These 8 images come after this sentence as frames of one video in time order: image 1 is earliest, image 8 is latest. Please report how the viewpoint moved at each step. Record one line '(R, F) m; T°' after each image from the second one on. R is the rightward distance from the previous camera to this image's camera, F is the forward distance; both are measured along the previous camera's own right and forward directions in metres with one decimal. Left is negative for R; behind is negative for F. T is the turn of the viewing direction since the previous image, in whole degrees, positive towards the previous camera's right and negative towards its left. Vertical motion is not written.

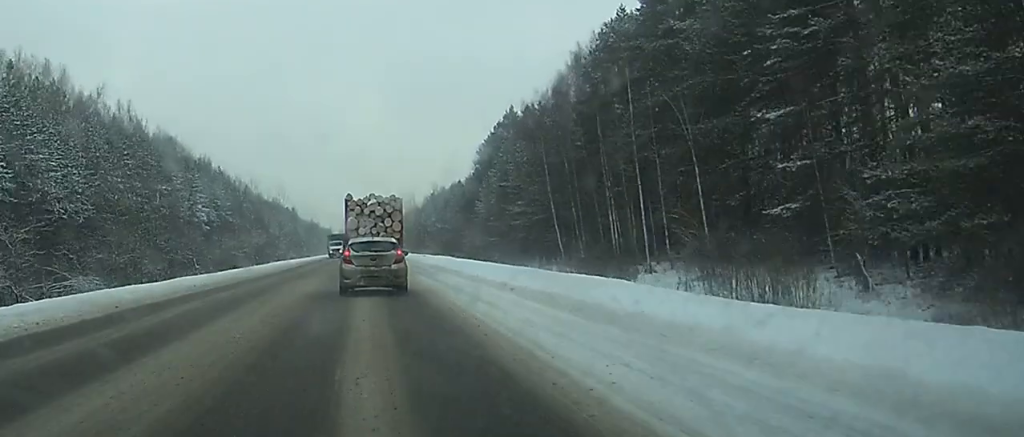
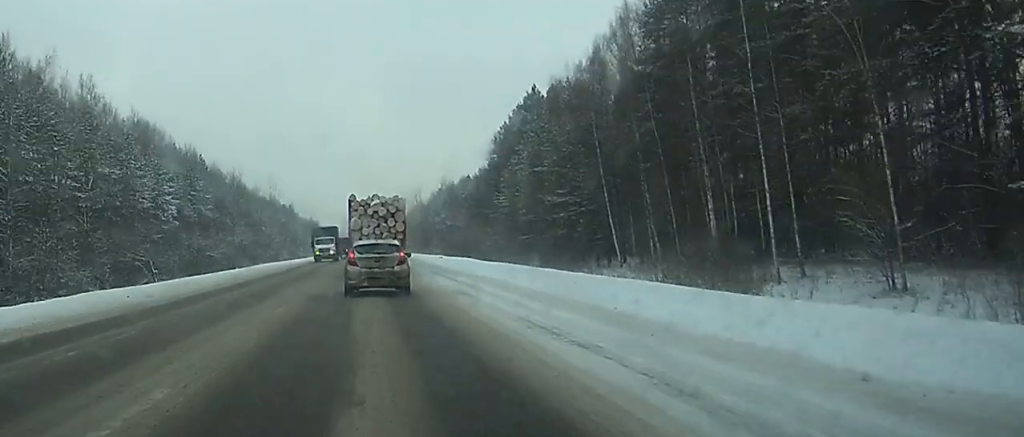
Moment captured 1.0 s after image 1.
(0.0, +18.5) m; 0°
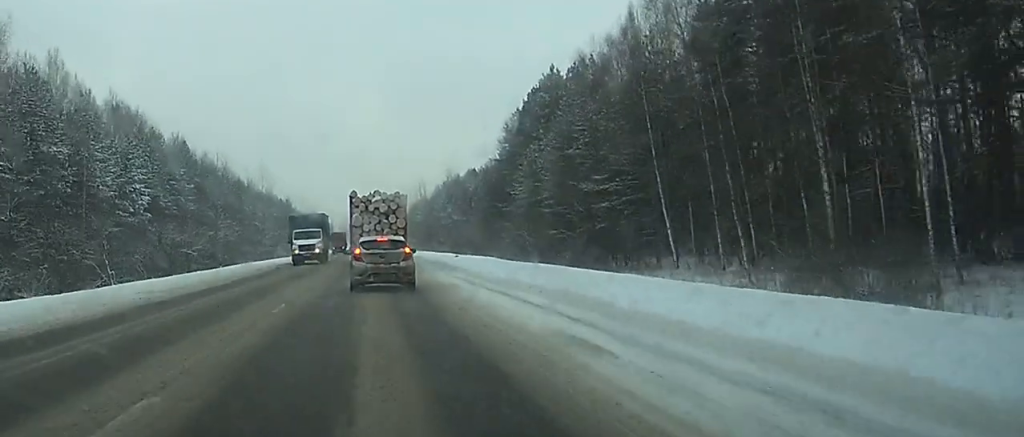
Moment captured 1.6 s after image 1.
(0.0, +12.2) m; 0°
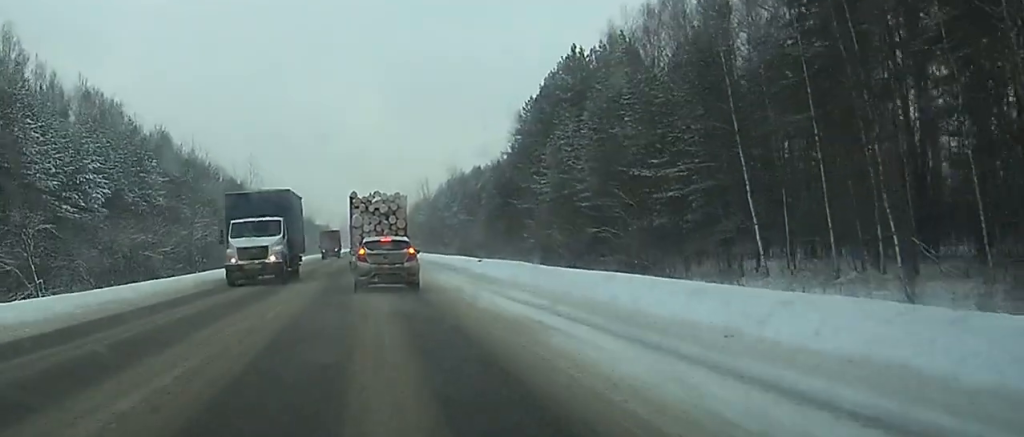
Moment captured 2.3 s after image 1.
(0.0, +12.9) m; 0°
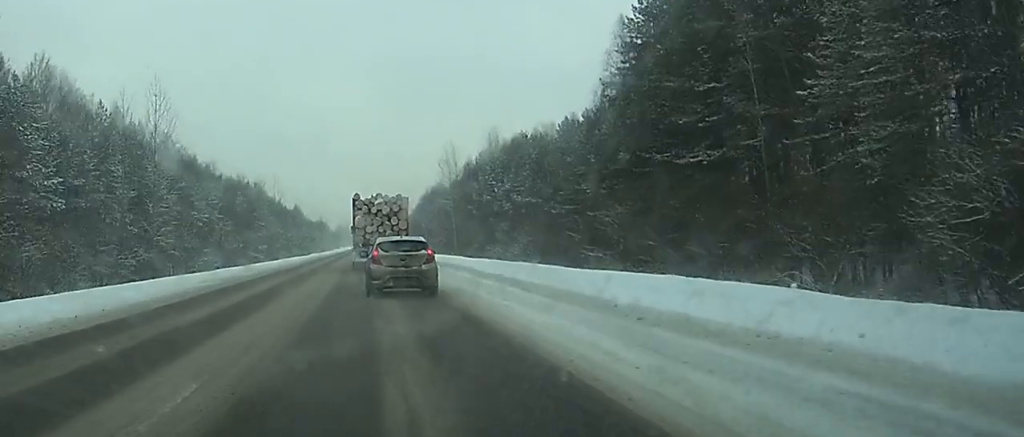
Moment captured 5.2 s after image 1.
(-0.2, +57.0) m; -1°
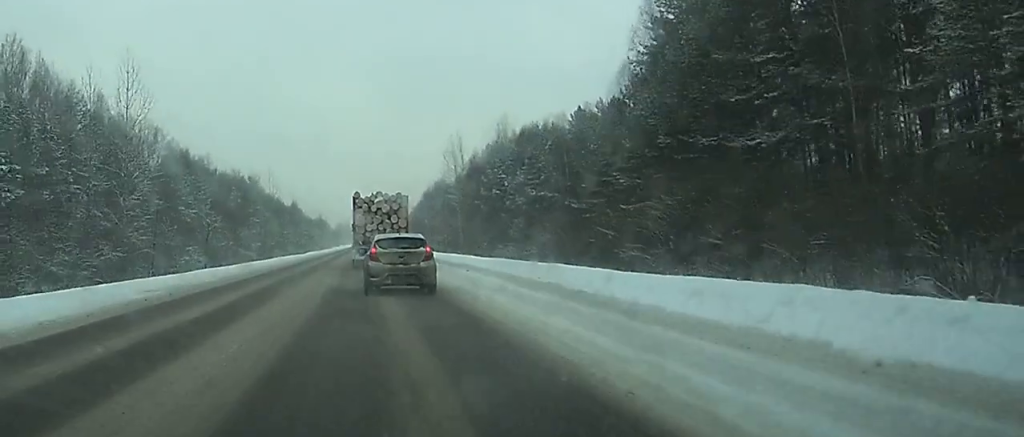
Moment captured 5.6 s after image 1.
(0.0, +8.3) m; 0°
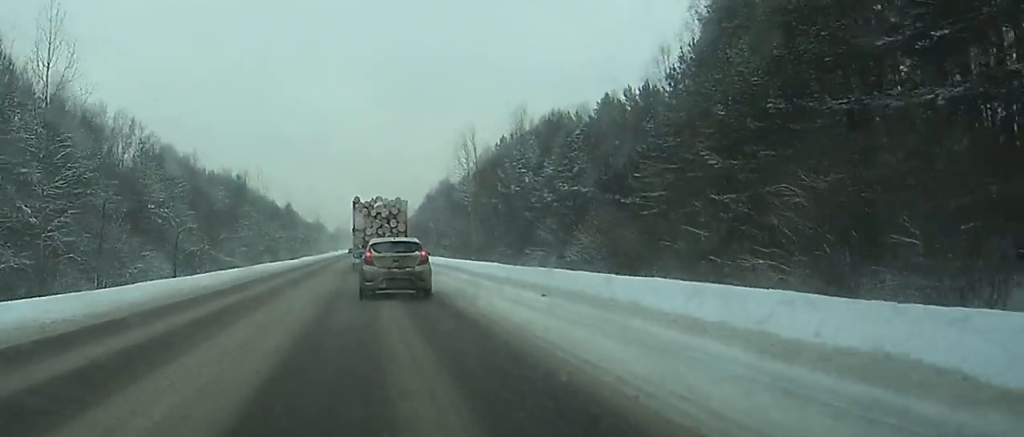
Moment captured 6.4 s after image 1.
(0.0, +15.4) m; 0°
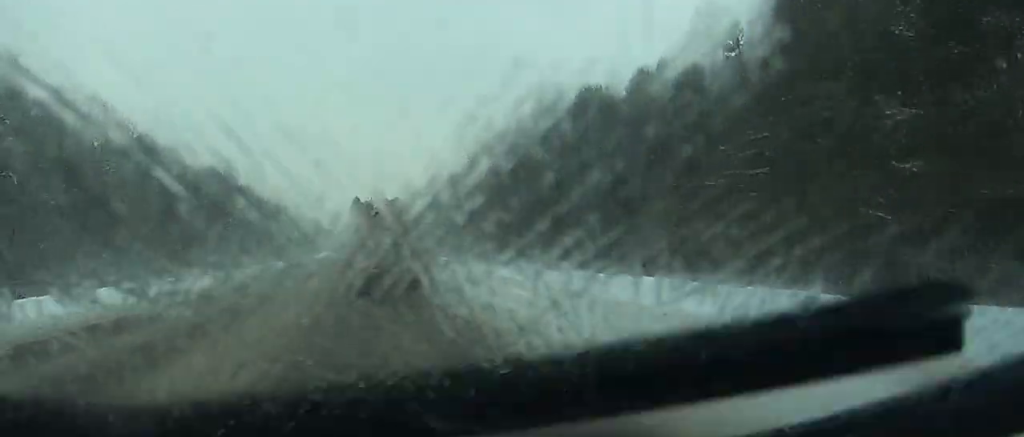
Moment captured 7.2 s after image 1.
(0.0, +15.3) m; 0°
